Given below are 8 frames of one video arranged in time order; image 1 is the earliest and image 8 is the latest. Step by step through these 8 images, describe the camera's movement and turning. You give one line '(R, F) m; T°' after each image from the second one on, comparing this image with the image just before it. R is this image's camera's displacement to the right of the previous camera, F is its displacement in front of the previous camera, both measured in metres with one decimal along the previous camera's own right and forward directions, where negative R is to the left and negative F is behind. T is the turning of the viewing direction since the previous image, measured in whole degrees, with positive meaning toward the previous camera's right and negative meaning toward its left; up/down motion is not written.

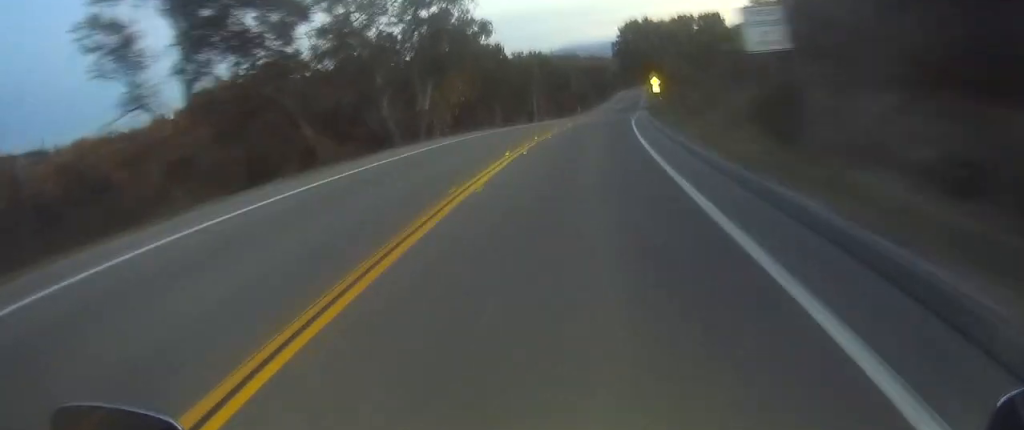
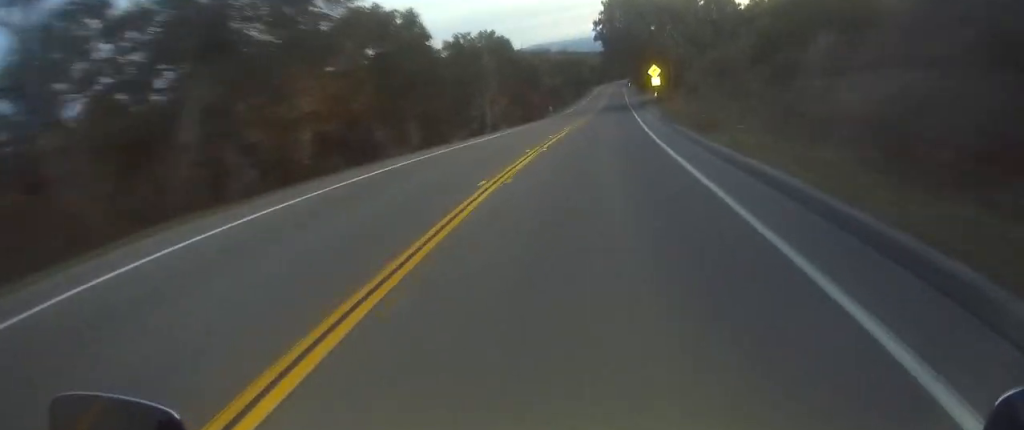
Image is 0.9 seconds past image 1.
(+0.7, +22.0) m; +4°
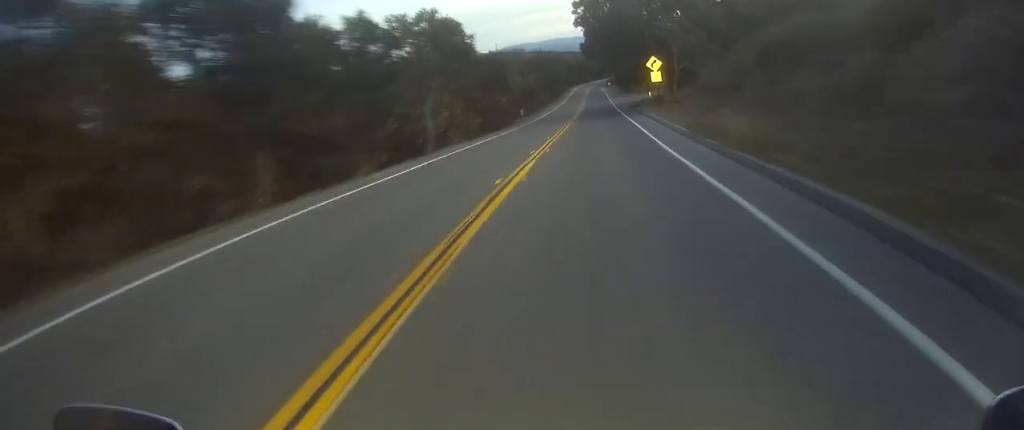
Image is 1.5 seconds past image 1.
(+0.7, +14.3) m; +1°
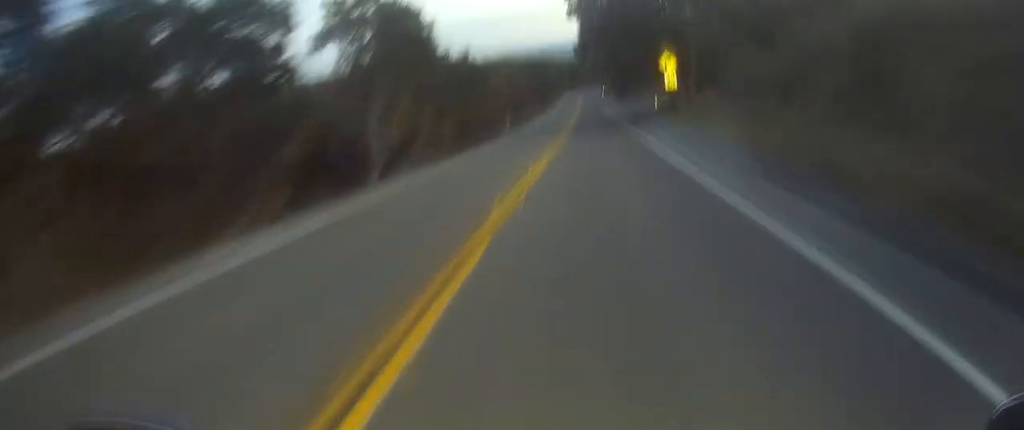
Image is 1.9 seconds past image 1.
(+0.2, +9.5) m; +1°
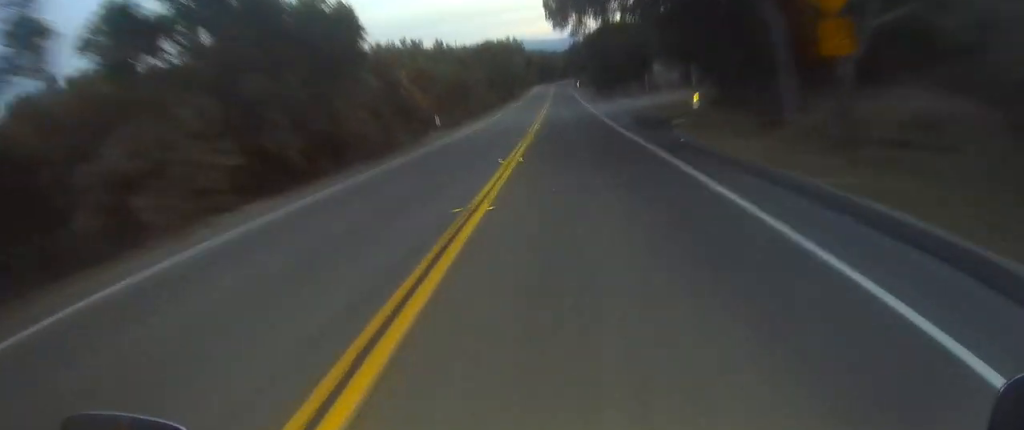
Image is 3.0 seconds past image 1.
(-0.1, +24.8) m; 0°
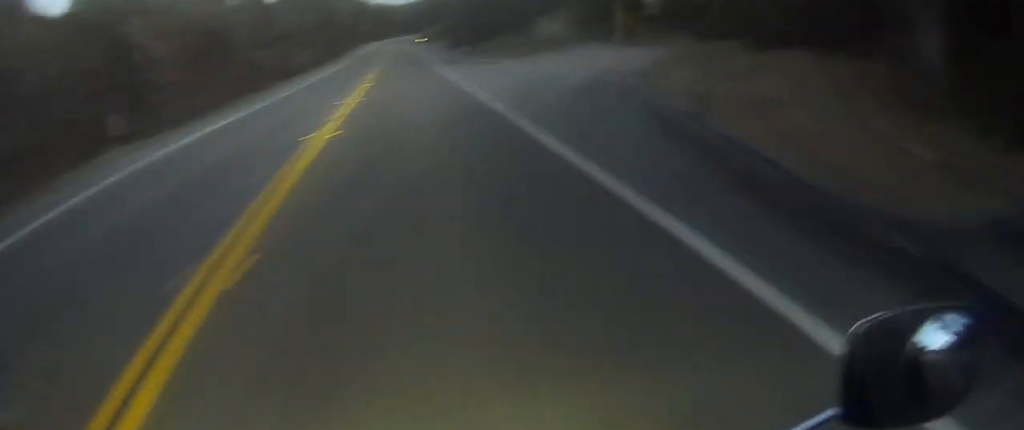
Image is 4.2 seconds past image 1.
(+0.2, +27.4) m; +1°
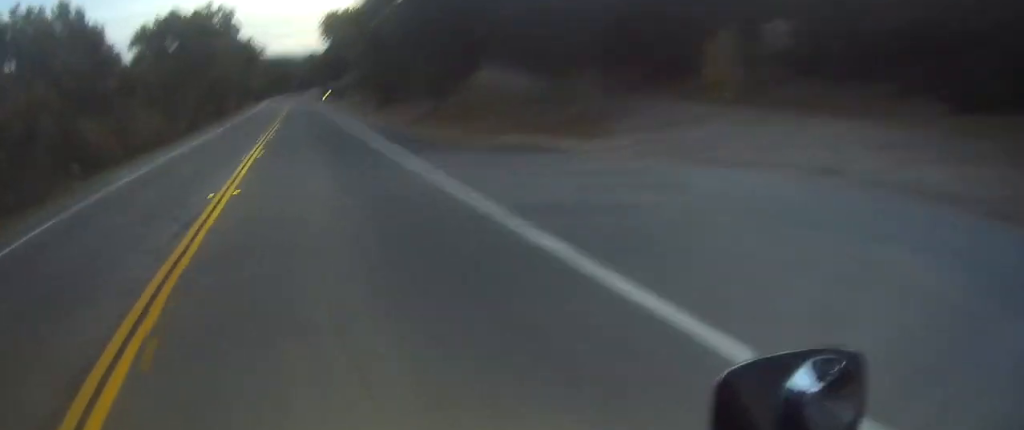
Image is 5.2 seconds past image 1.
(+0.4, +24.2) m; +2°
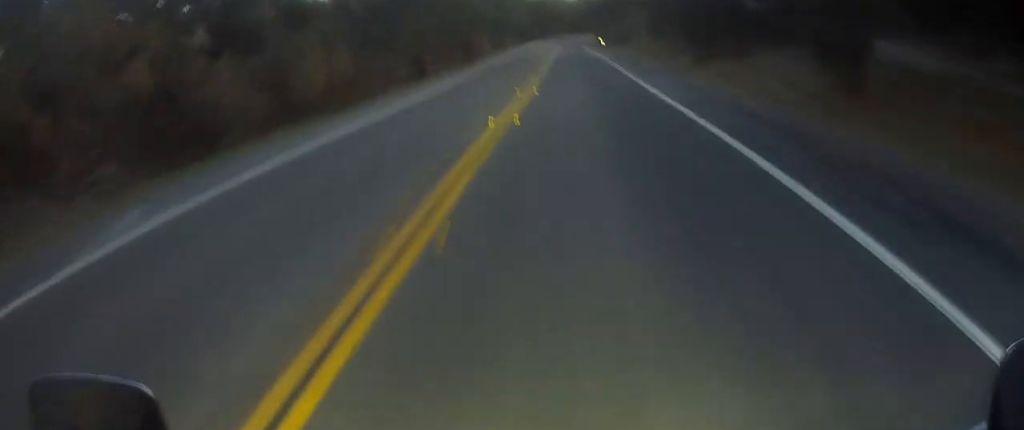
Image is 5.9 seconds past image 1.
(+0.4, +14.8) m; 0°
